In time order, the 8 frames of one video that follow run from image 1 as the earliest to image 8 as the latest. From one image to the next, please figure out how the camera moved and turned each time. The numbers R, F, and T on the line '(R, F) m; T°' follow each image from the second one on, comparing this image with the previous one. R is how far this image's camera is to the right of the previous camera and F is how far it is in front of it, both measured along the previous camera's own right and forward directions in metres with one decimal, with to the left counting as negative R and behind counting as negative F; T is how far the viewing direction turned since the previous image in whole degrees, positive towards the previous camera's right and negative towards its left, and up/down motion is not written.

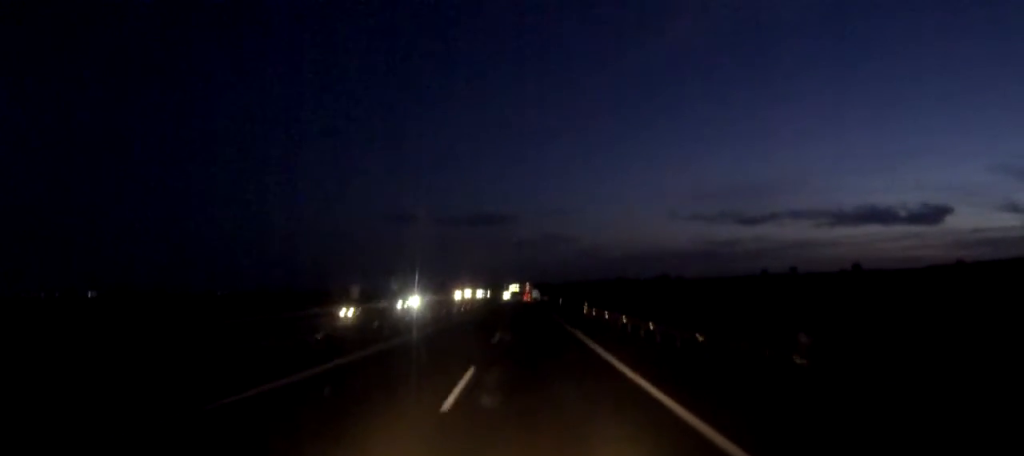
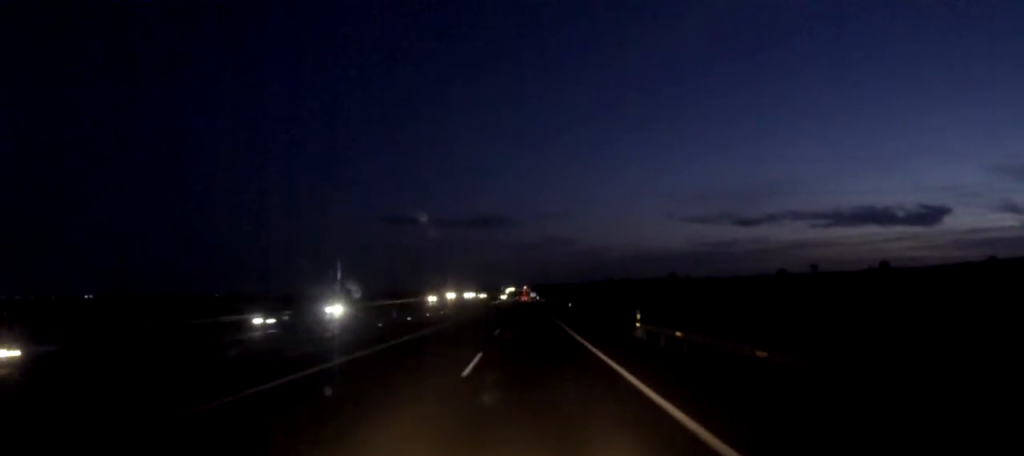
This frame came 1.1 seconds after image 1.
(0.0, +30.3) m; 0°
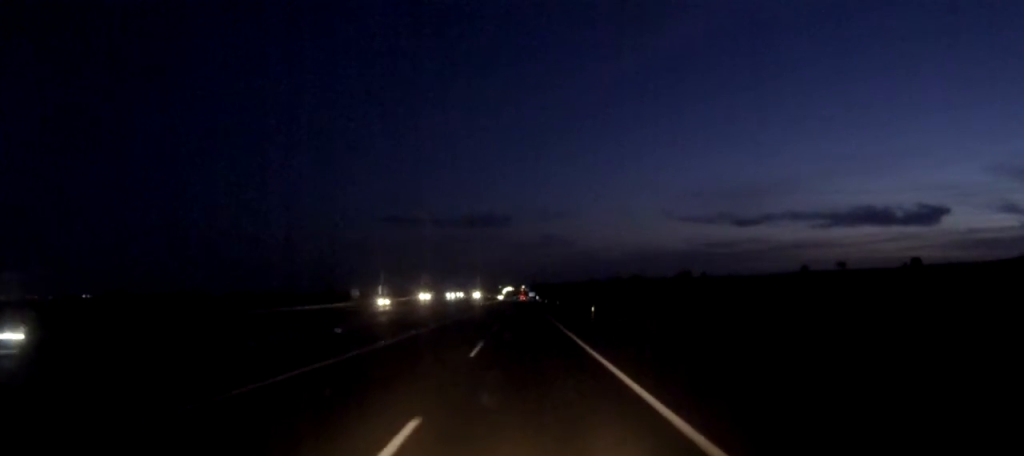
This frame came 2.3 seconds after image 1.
(-0.1, +30.6) m; 0°
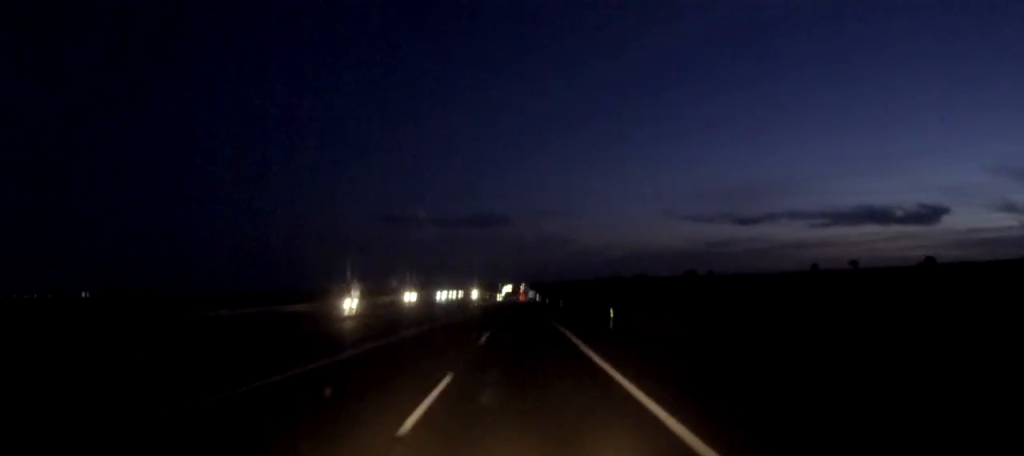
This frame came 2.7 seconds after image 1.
(-0.1, +11.8) m; 0°
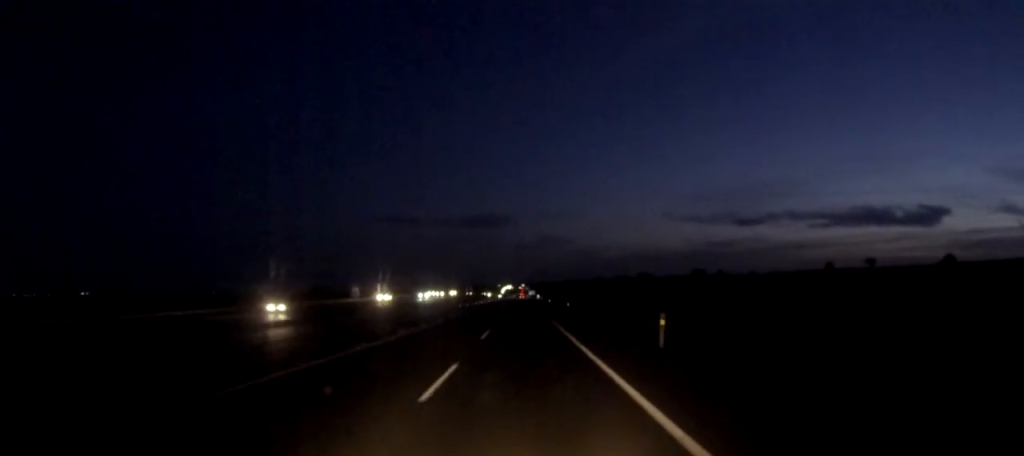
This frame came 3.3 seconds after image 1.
(+0.1, +15.4) m; 0°
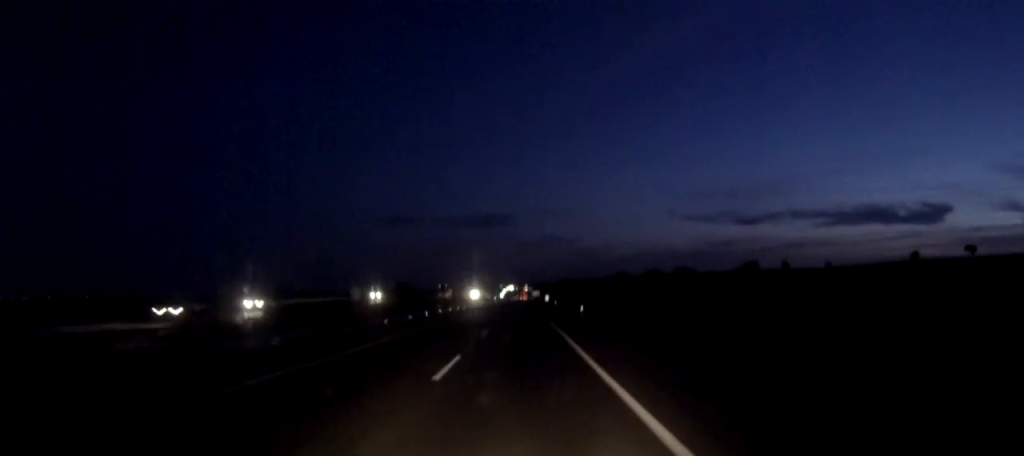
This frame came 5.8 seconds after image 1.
(+0.4, +66.9) m; 0°
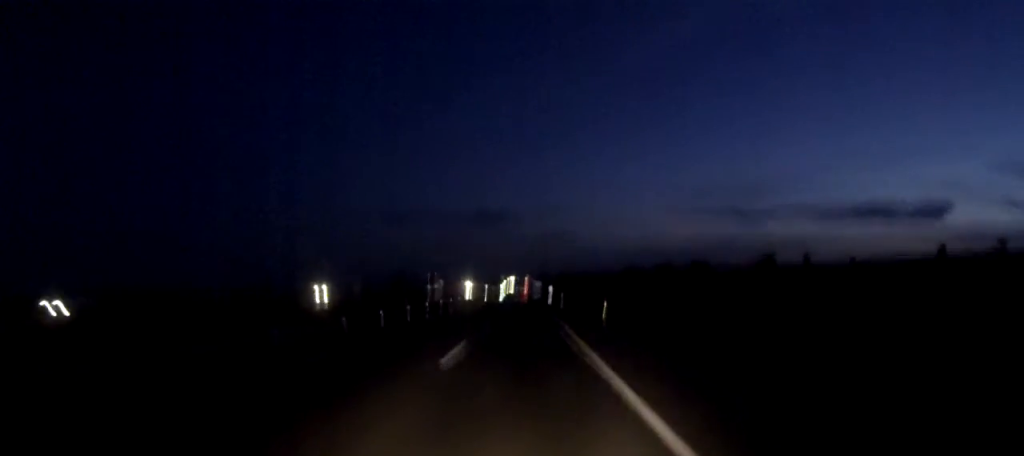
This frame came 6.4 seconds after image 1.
(0.0, +16.0) m; 0°
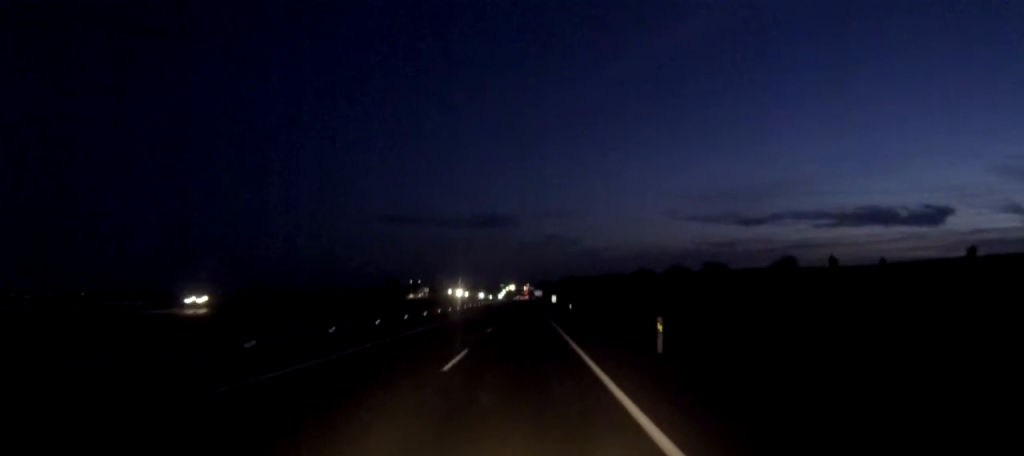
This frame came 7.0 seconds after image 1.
(0.0, +16.8) m; 0°
